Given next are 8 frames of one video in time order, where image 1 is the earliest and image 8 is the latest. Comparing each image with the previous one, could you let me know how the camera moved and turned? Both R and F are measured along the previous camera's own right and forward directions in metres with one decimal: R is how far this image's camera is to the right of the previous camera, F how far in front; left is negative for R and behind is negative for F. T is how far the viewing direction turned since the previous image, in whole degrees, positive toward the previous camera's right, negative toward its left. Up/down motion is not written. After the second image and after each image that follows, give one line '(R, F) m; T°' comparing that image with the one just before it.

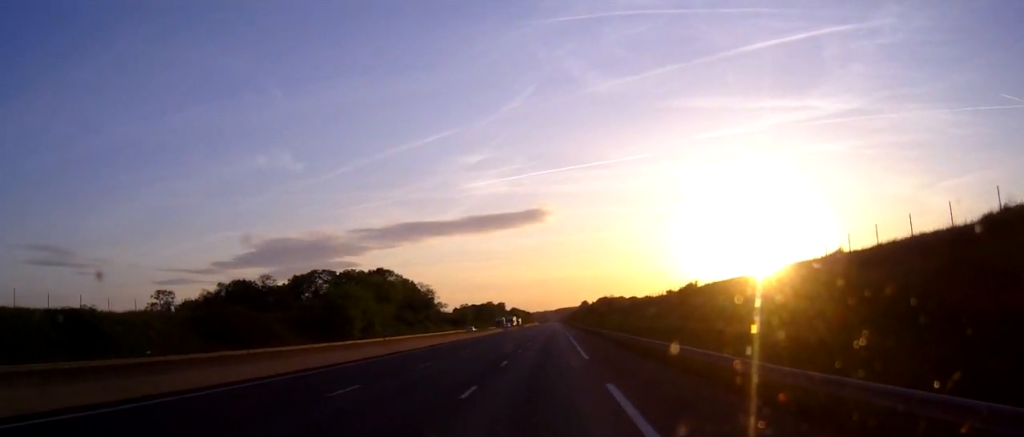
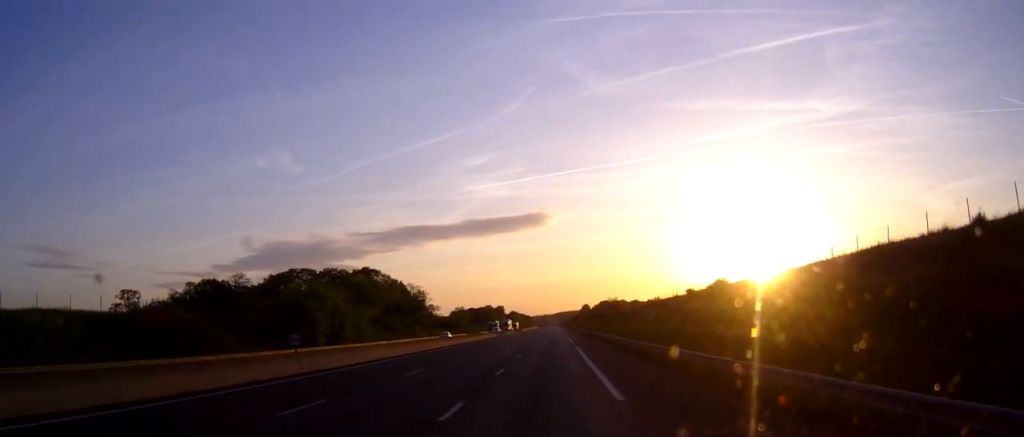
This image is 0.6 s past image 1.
(0.0, +16.5) m; 0°
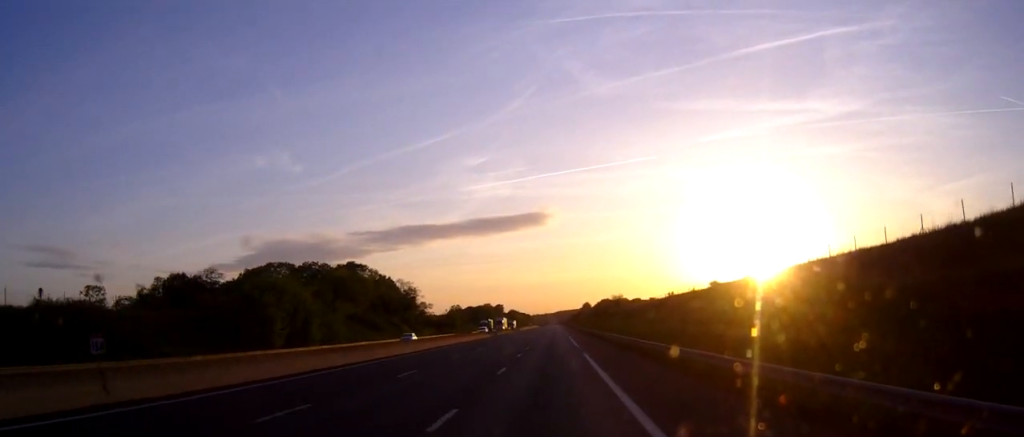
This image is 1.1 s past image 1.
(0.0, +14.6) m; 0°
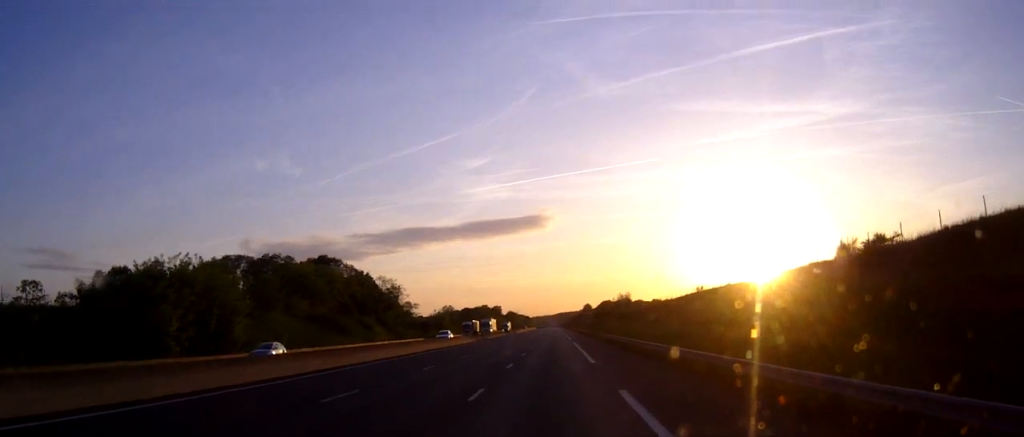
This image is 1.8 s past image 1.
(0.0, +22.4) m; 0°
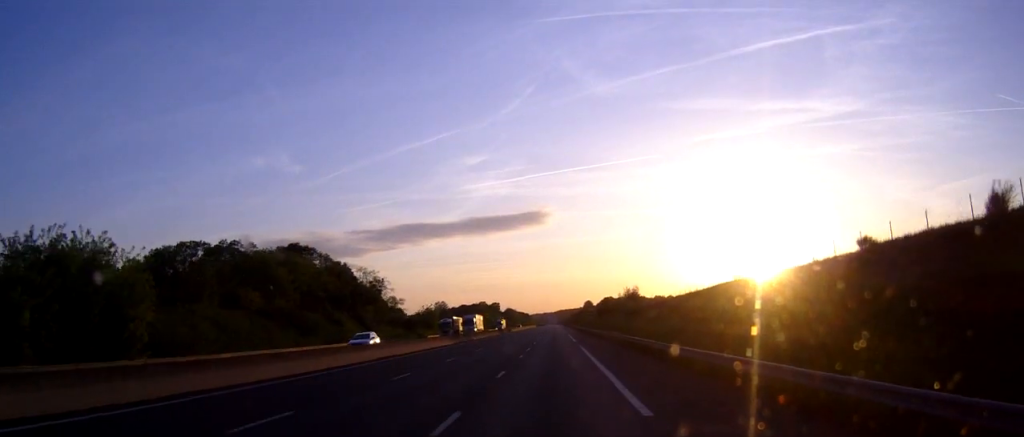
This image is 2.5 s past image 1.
(0.0, +18.5) m; 0°
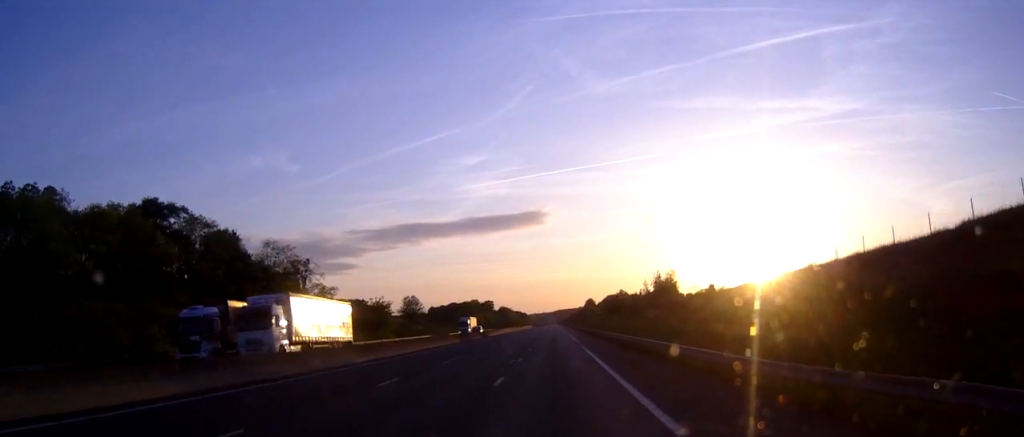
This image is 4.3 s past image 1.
(0.0, +54.6) m; 0°
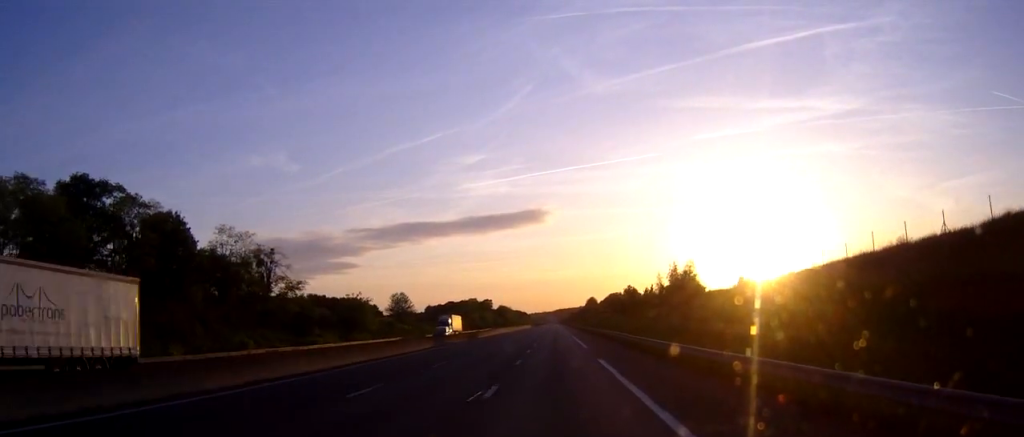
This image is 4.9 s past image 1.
(0.0, +16.6) m; 0°
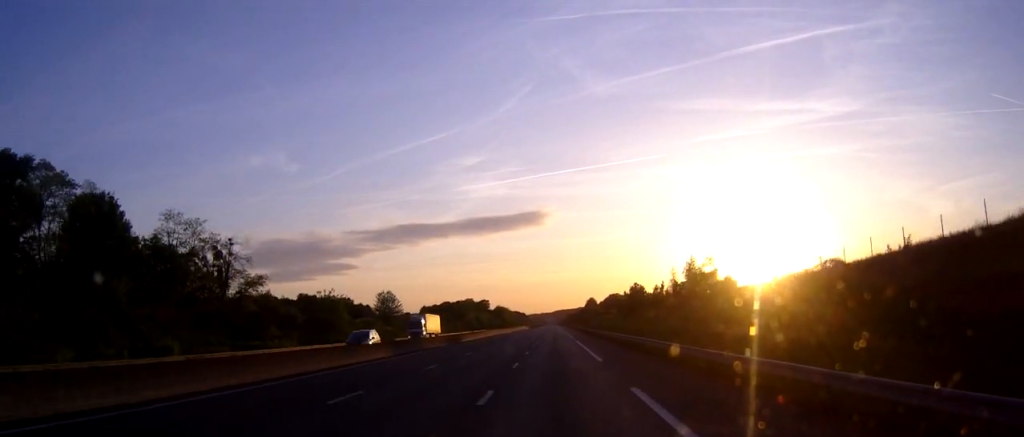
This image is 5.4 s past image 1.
(0.0, +14.6) m; 0°
